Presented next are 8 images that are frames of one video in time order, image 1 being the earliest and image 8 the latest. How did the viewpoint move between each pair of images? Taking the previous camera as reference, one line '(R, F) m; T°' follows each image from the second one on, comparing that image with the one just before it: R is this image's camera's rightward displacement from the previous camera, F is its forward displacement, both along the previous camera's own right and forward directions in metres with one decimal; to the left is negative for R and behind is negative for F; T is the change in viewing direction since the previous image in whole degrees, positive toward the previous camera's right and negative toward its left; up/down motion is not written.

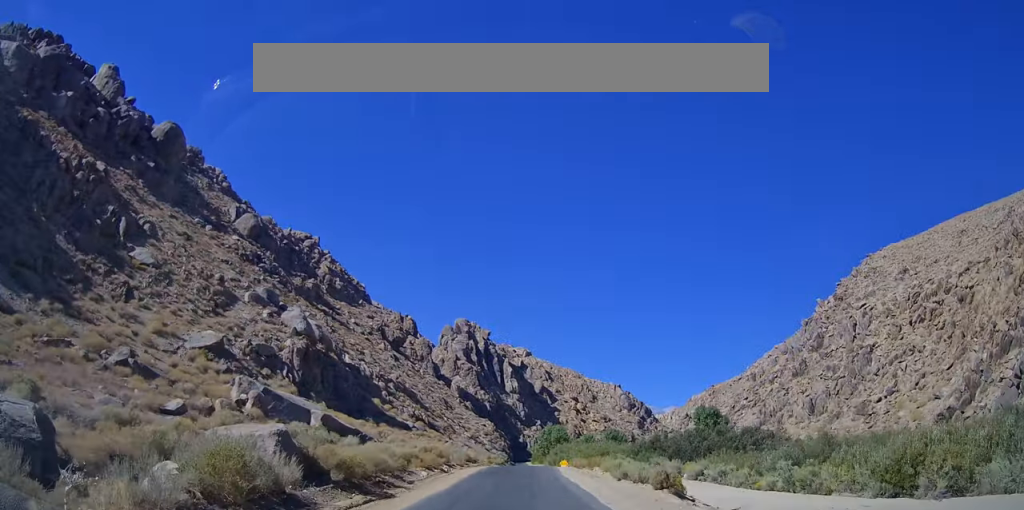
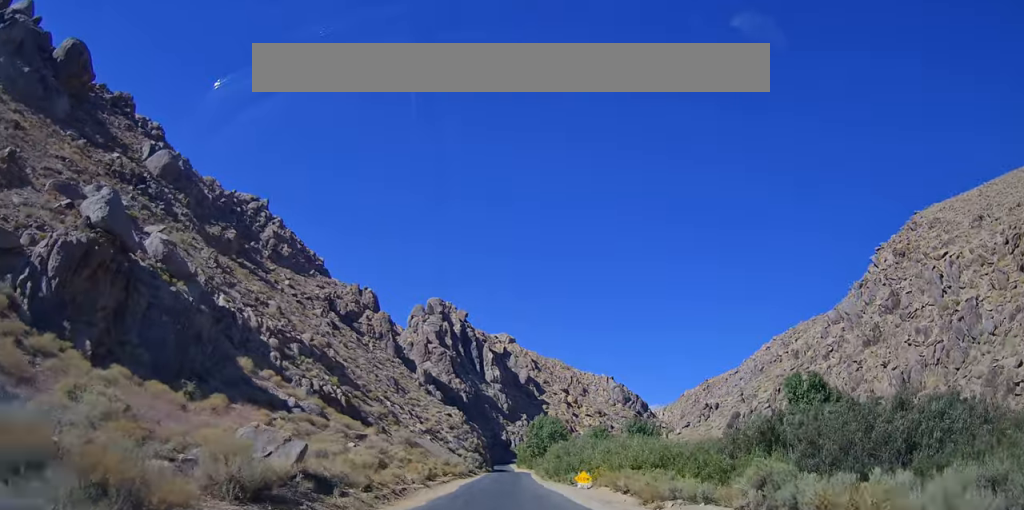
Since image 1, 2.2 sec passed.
(+1.1, +35.3) m; +2°
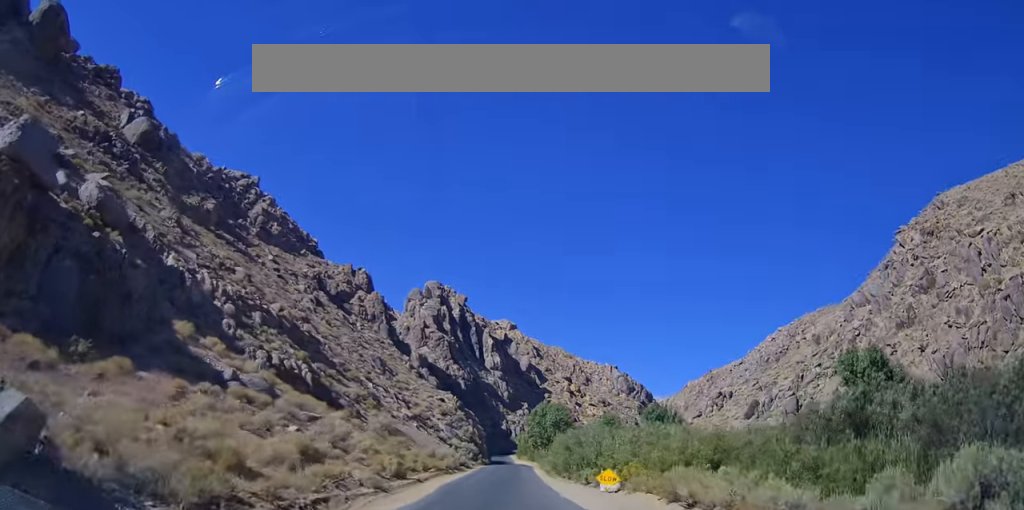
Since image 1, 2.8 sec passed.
(0.0, +9.9) m; 0°
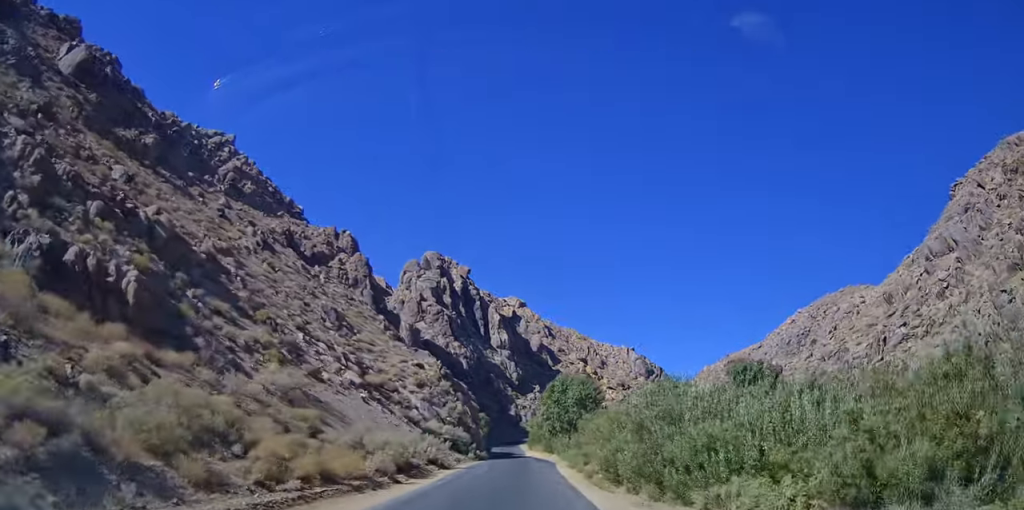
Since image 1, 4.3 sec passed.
(+0.1, +24.3) m; +1°
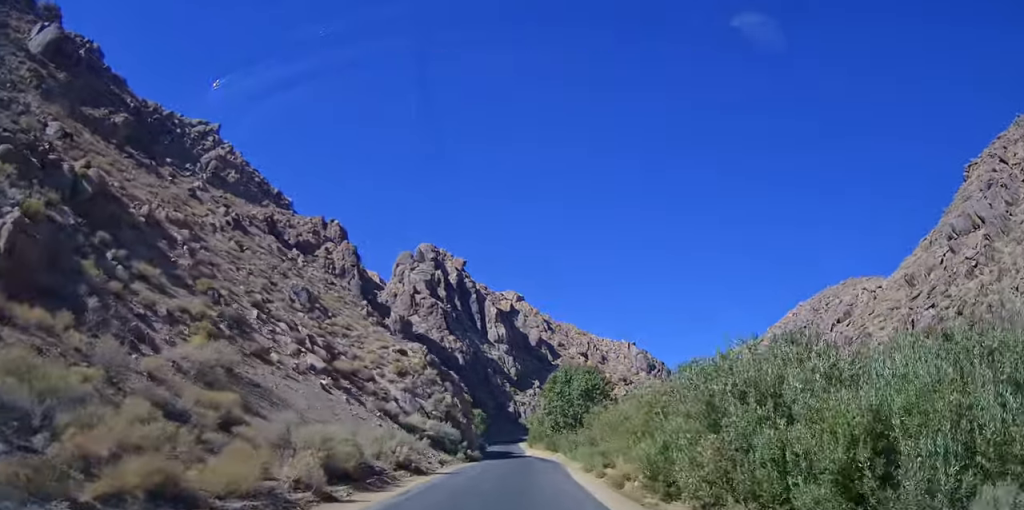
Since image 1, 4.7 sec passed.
(0.0, +7.7) m; 0°
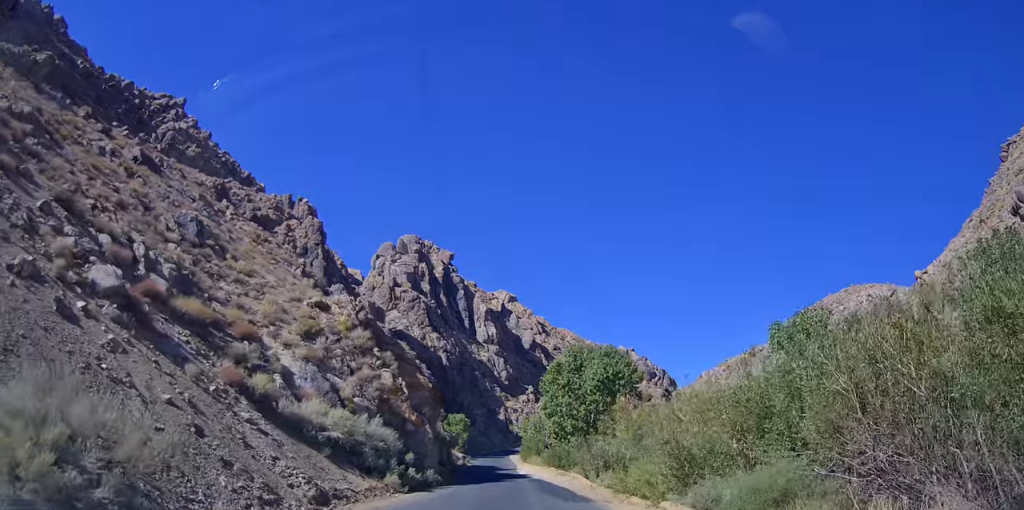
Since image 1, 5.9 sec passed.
(0.0, +19.0) m; 0°
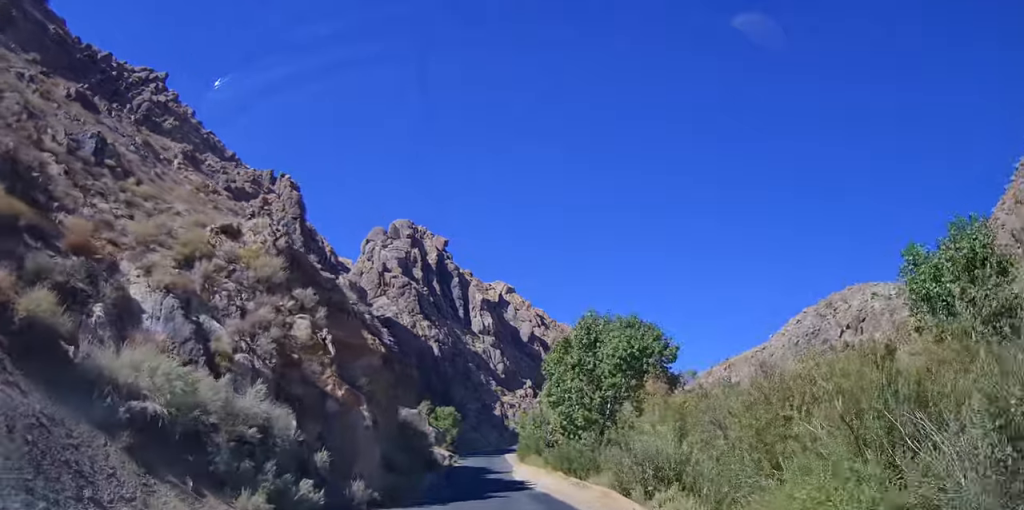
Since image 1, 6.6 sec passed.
(0.0, +10.5) m; 0°
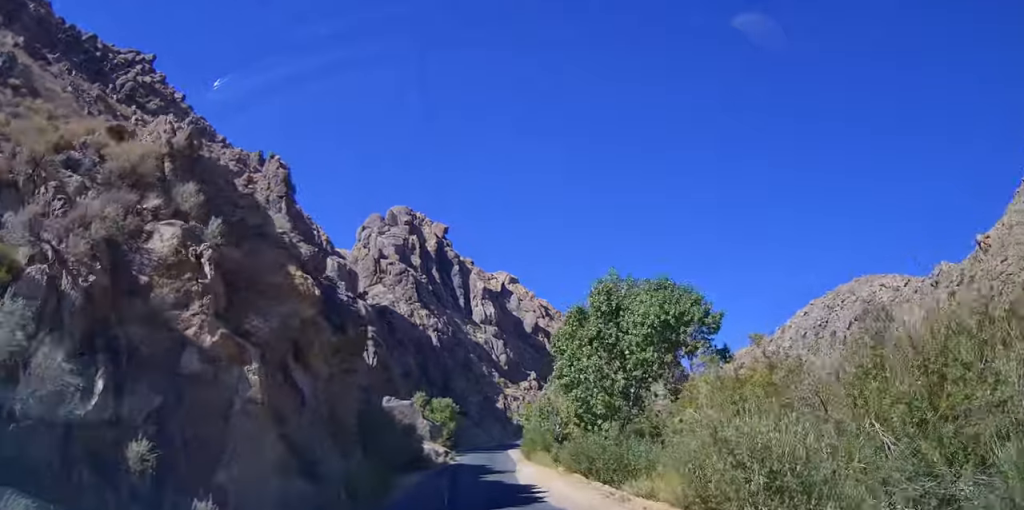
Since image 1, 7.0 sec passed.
(0.0, +7.3) m; 0°
